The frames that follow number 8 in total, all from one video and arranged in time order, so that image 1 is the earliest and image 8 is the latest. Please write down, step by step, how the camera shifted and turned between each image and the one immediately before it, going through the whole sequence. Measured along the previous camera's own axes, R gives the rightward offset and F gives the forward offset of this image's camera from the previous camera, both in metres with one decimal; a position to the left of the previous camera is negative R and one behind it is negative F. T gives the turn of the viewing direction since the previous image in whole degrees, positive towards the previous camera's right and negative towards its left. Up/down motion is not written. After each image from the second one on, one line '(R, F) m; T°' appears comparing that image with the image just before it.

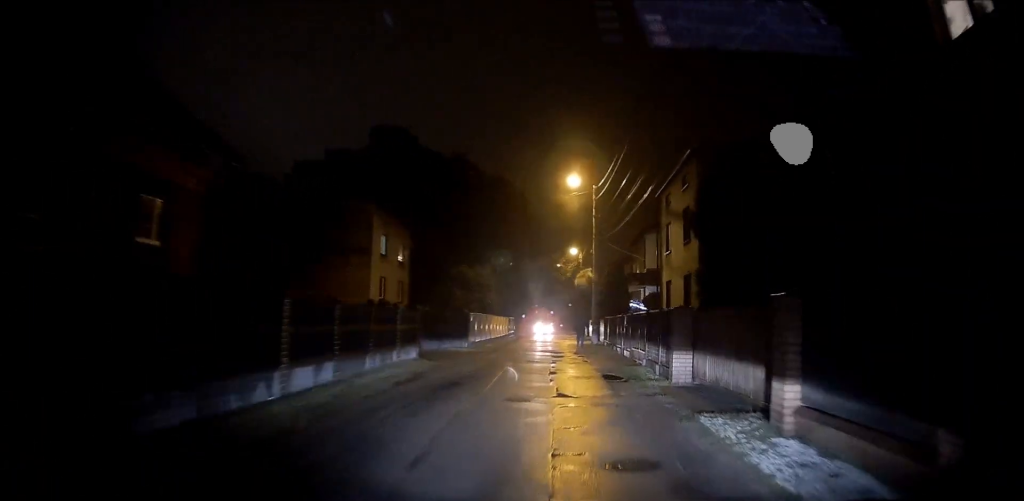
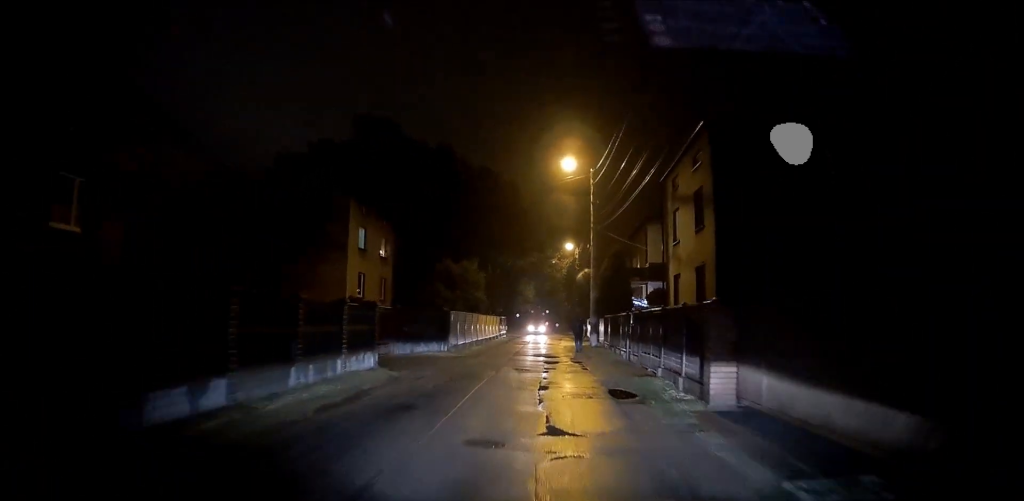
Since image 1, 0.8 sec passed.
(0.0, +3.5) m; 0°
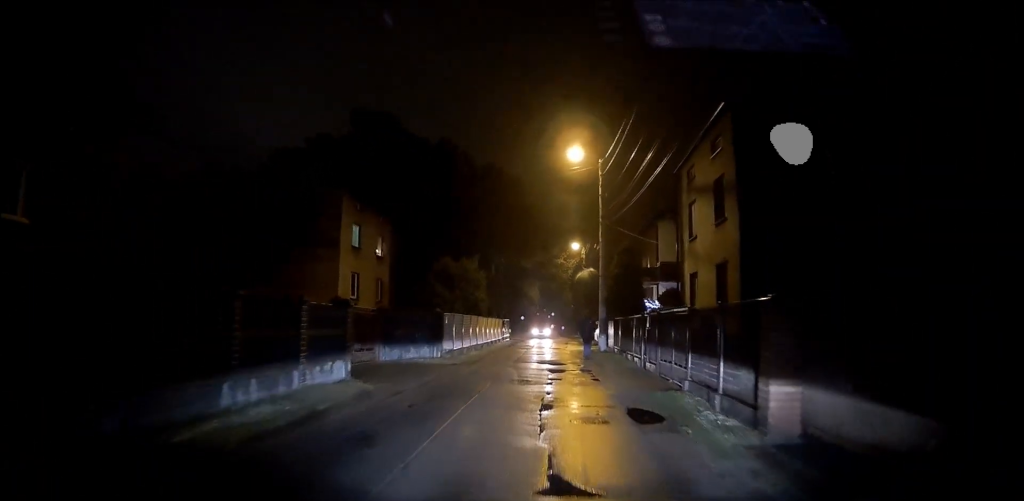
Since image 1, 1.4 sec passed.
(0.0, +2.4) m; -2°
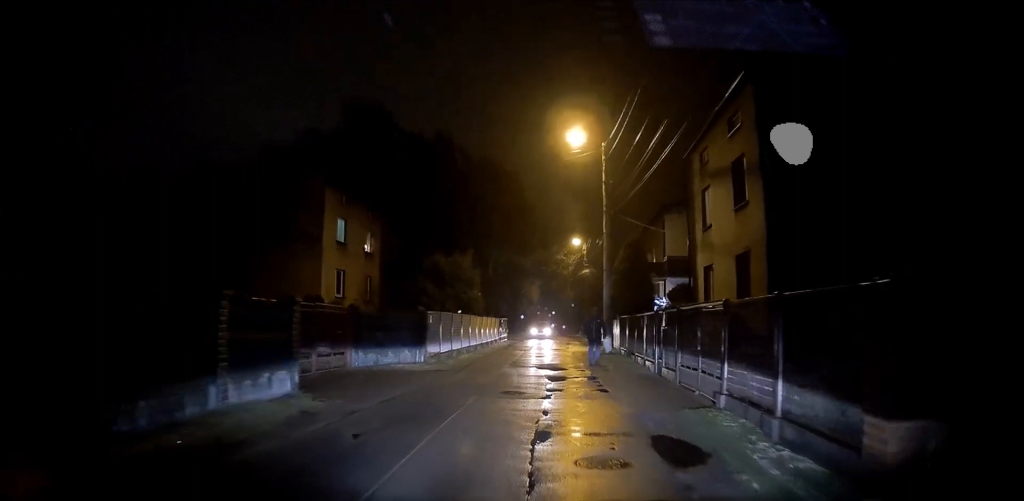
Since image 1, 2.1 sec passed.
(0.0, +2.9) m; -2°
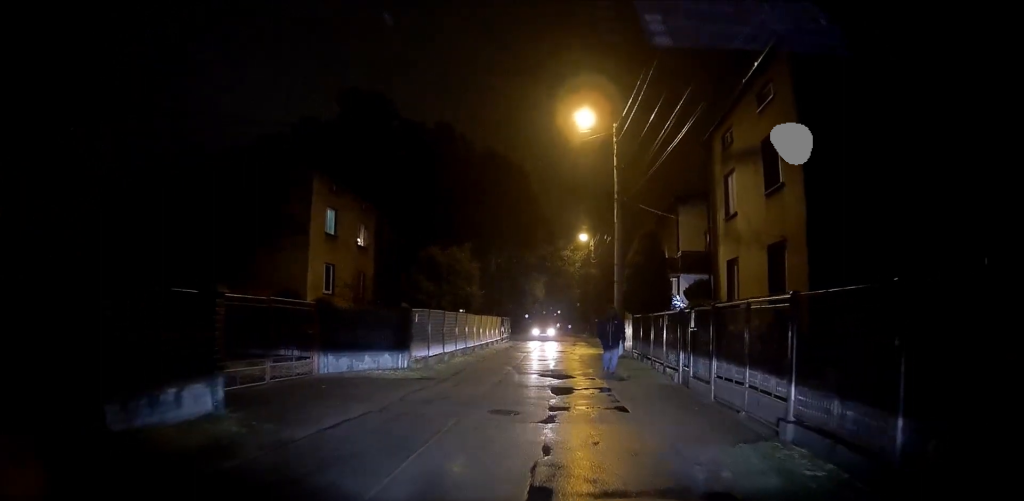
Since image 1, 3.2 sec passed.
(-0.2, +3.5) m; +1°
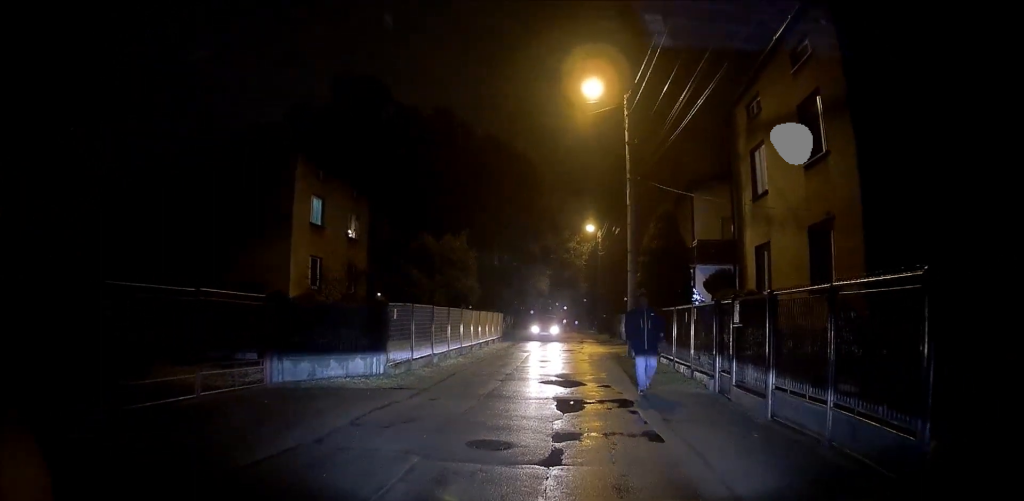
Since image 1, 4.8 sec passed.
(+0.1, +3.8) m; -5°
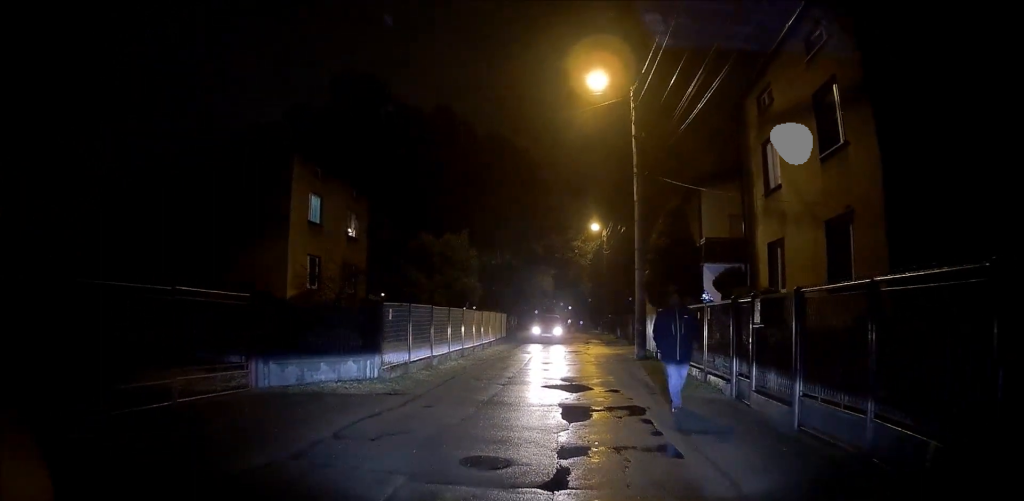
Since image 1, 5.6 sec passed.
(0.0, +1.2) m; -1°
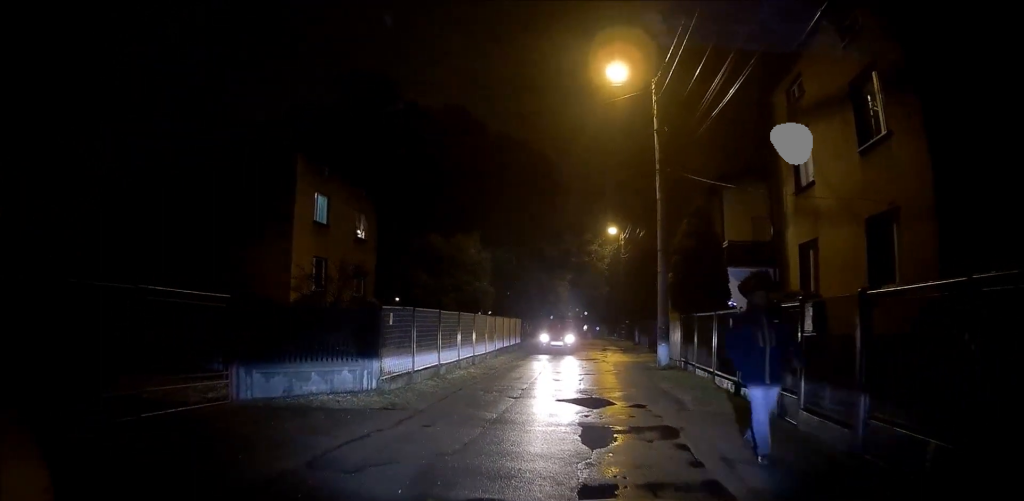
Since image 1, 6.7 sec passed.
(+0.8, +1.0) m; 0°
